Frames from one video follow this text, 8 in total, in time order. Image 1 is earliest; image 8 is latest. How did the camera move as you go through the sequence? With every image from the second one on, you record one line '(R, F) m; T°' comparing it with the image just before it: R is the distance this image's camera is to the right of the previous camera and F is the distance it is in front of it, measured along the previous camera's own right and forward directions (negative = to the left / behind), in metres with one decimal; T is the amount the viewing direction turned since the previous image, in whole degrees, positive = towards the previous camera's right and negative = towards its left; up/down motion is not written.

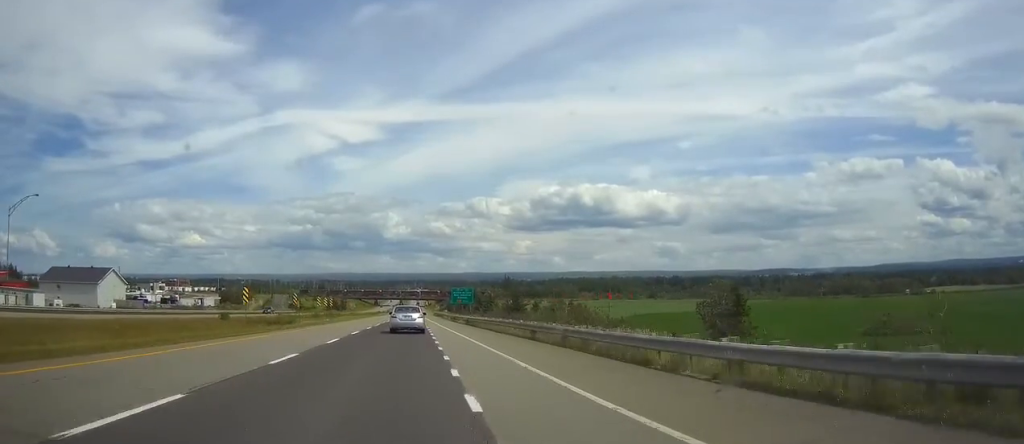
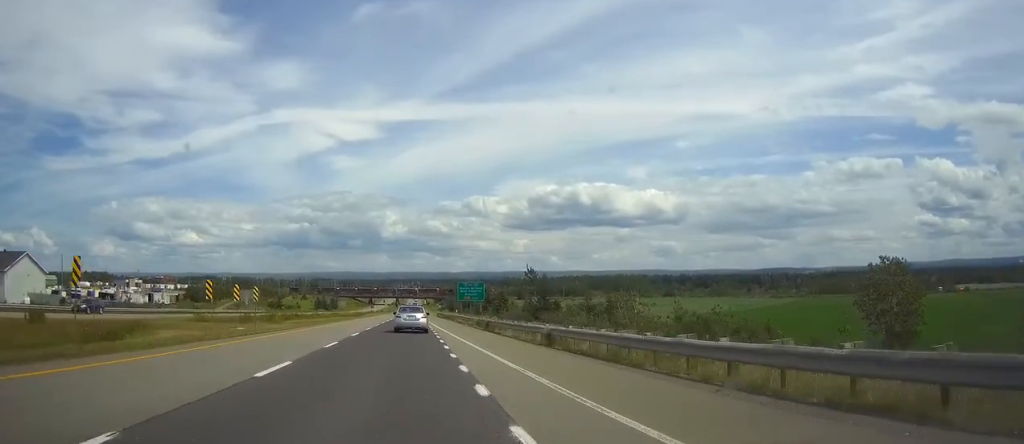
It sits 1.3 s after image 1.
(+0.1, +38.4) m; 0°
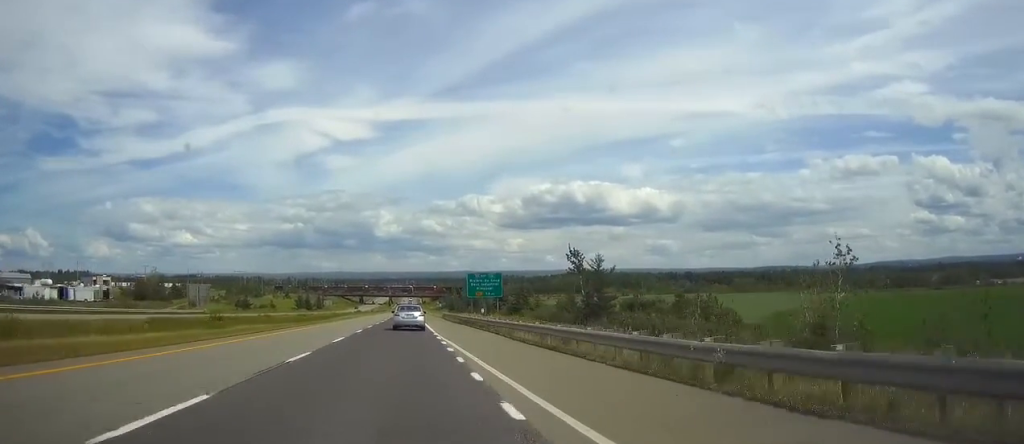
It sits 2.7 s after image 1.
(0.0, +42.4) m; 0°
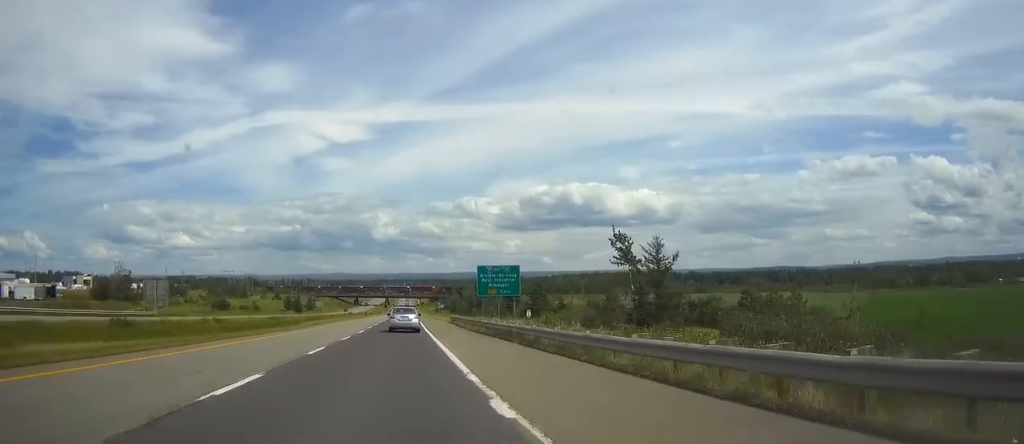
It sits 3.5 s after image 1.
(+0.1, +23.7) m; 0°
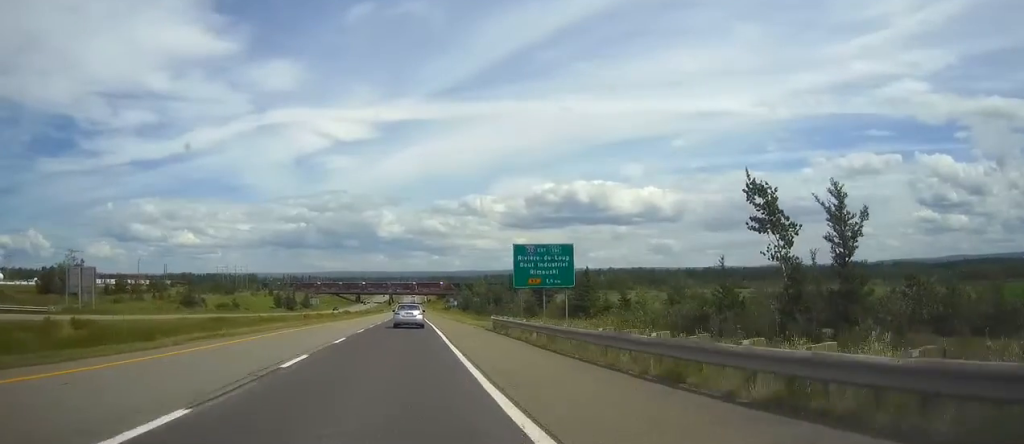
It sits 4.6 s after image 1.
(0.0, +31.8) m; 0°
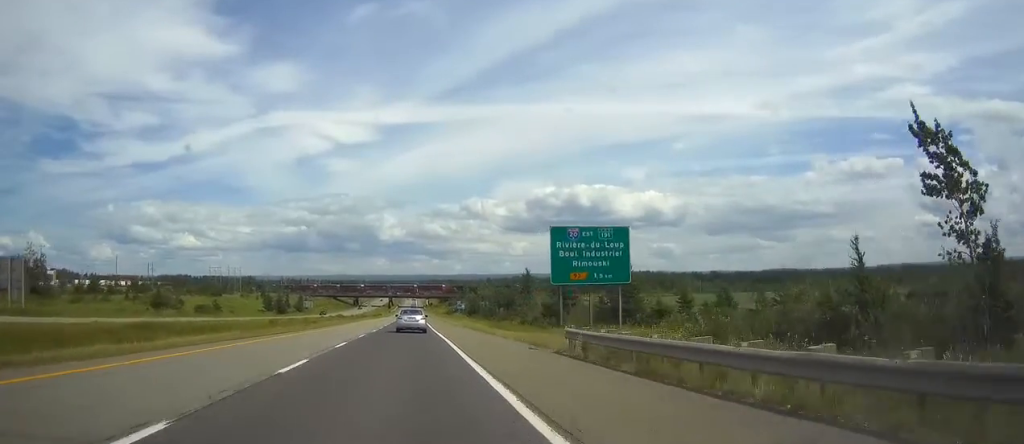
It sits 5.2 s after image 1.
(0.0, +19.0) m; 0°
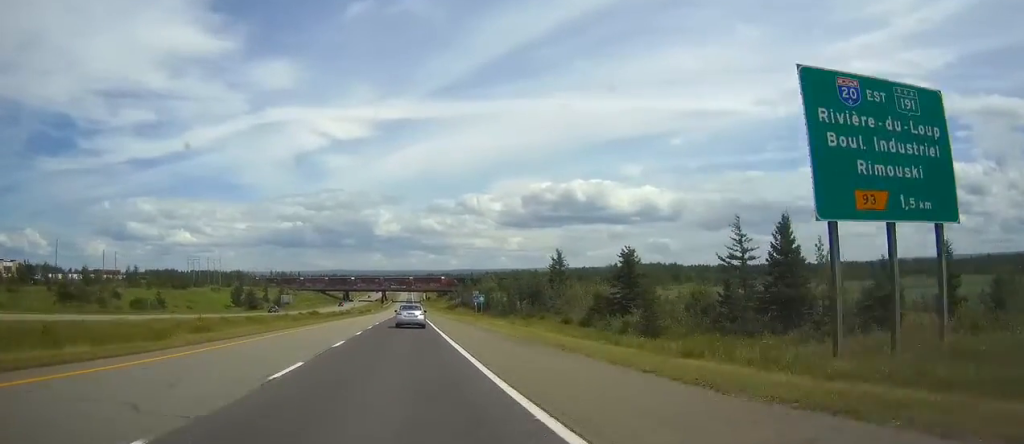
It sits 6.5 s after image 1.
(0.0, +37.2) m; 0°
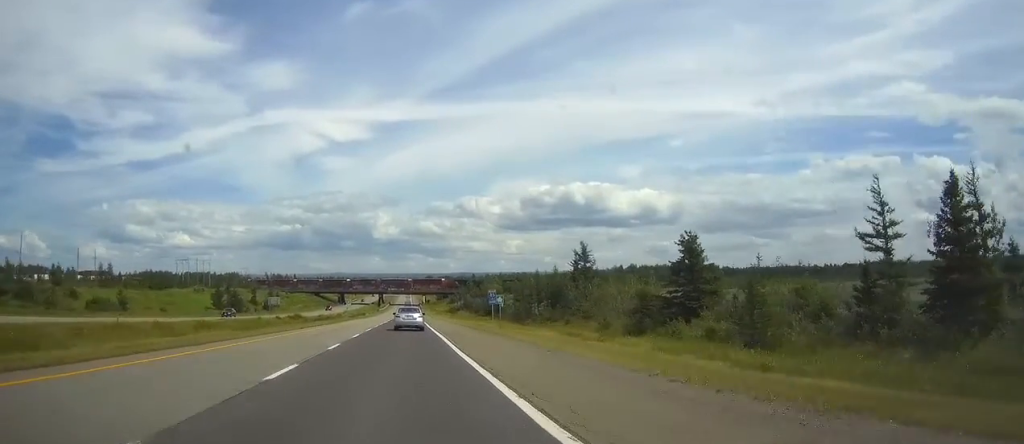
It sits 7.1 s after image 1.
(0.0, +18.2) m; 0°
